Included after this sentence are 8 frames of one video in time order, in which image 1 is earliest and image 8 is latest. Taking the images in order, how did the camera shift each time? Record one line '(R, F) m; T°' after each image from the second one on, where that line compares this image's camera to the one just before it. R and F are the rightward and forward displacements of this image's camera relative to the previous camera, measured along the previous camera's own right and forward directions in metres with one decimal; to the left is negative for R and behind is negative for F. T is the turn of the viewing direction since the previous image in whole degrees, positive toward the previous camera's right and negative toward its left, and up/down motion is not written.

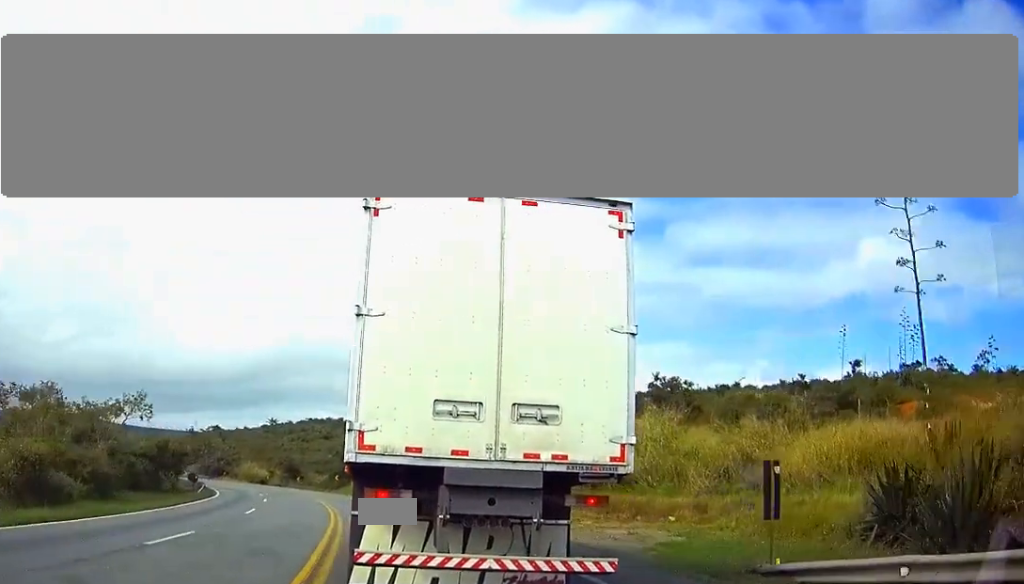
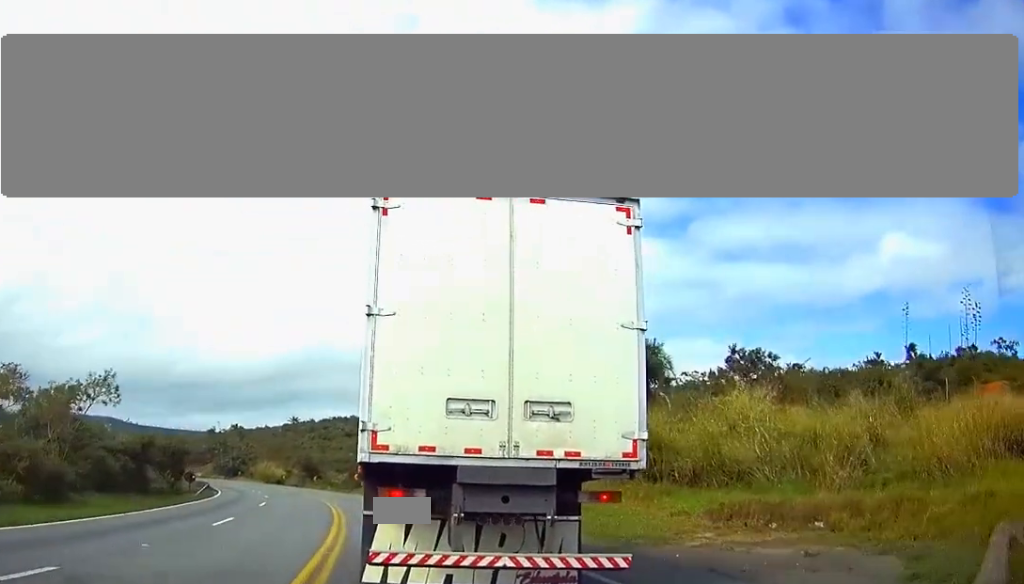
(-0.4, +9.2) m; -2°
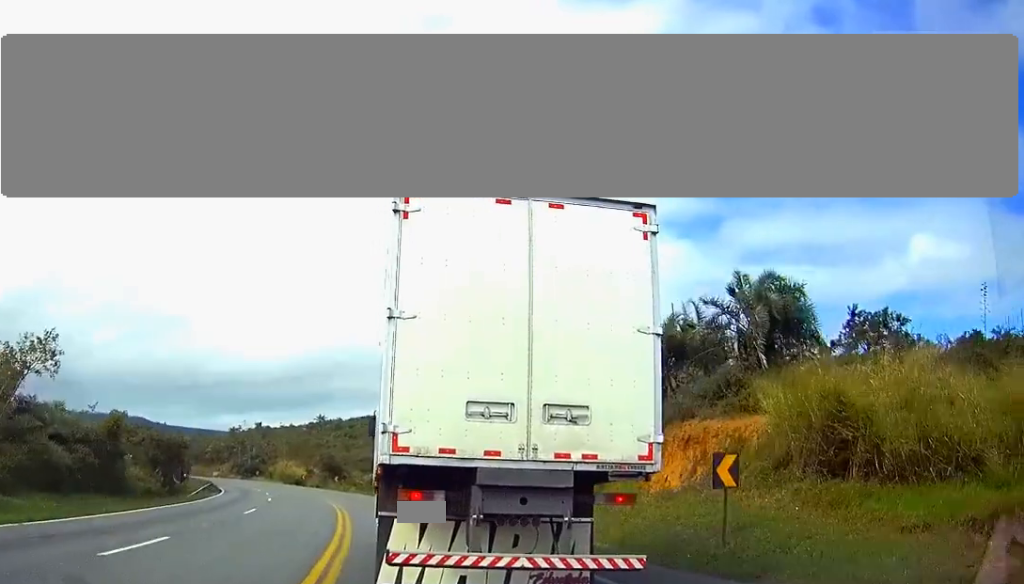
(-0.4, +10.3) m; -2°
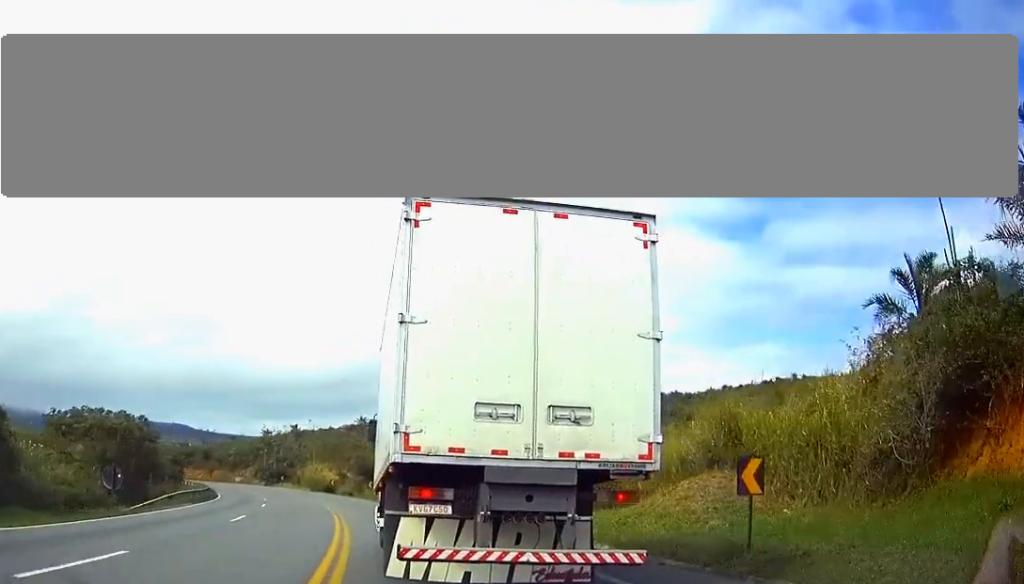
(0.0, +19.7) m; 0°
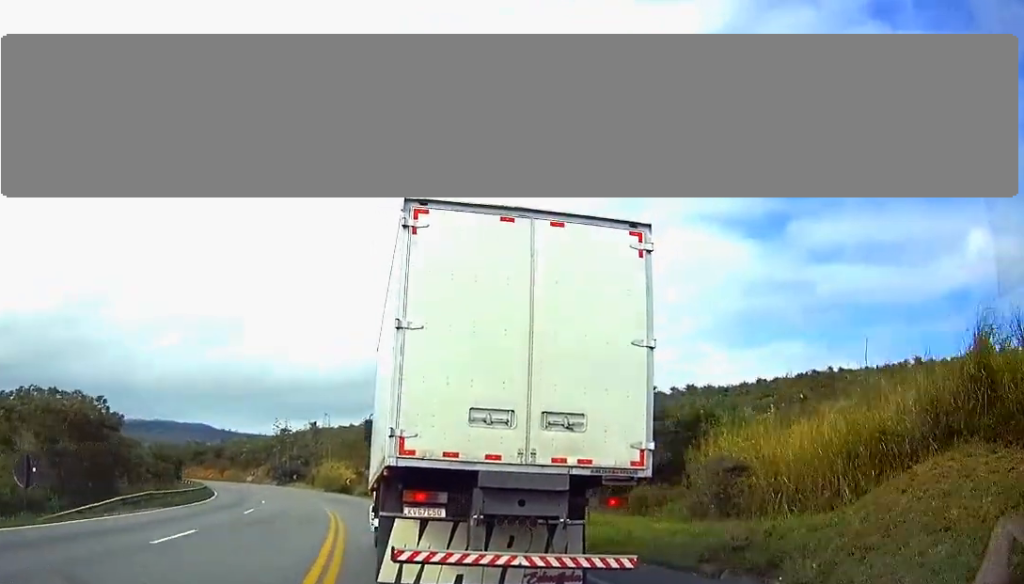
(0.0, +10.0) m; 0°
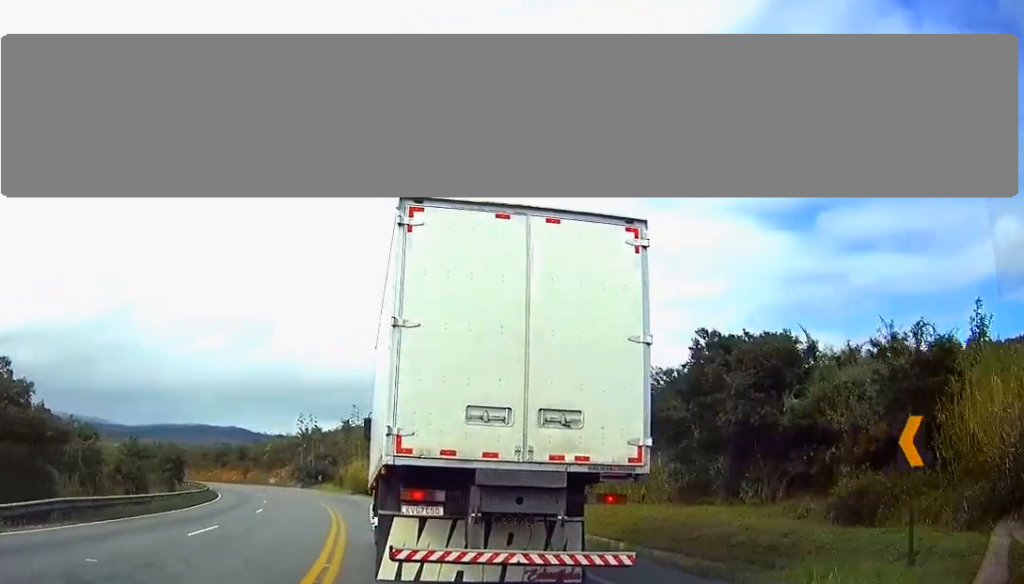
(0.0, +12.8) m; -2°
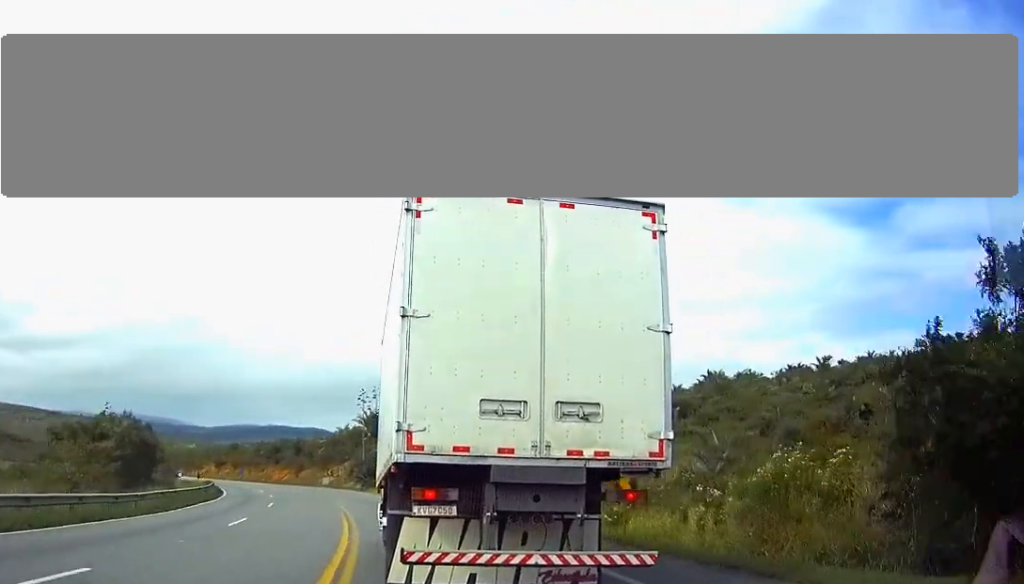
(-2.0, +28.4) m; -8°
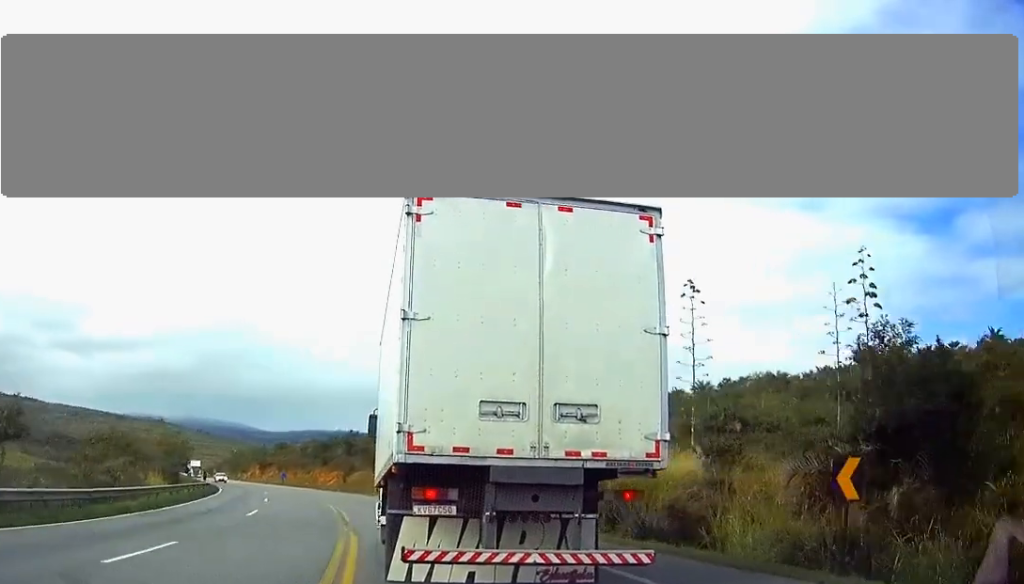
(-1.3, +28.2) m; -7°
